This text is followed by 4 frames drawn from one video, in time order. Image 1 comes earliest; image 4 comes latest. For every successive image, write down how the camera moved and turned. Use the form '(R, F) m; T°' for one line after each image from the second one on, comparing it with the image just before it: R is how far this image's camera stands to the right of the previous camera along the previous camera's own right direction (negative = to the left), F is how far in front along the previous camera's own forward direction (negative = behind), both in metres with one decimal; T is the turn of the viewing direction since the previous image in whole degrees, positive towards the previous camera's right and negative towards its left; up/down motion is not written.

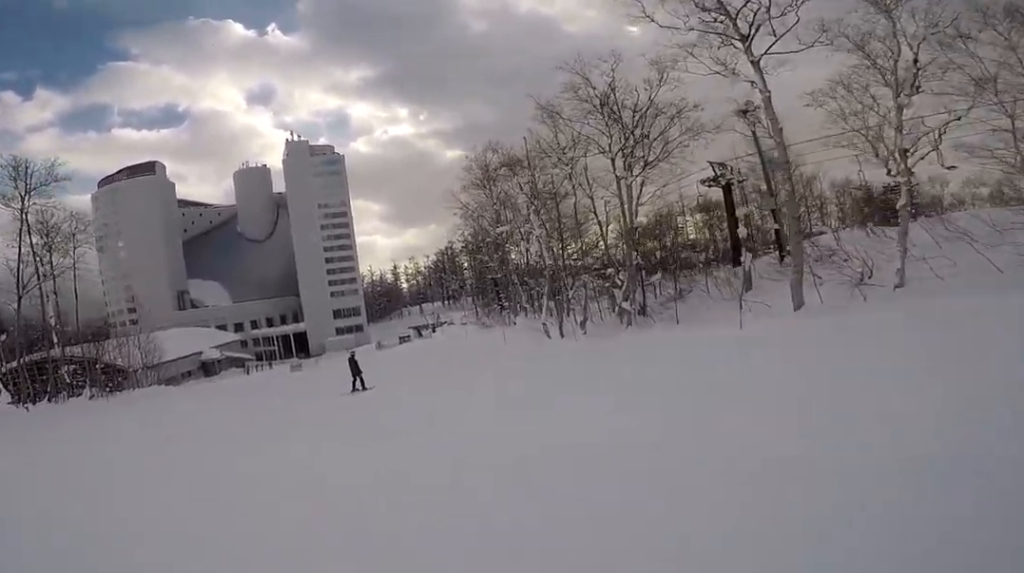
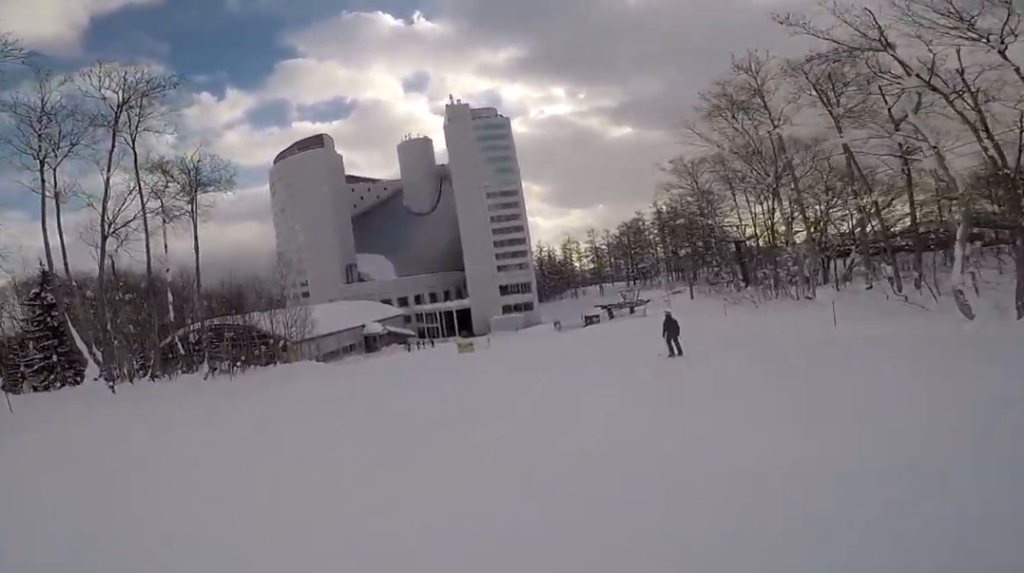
(-0.6, +11.6) m; -7°
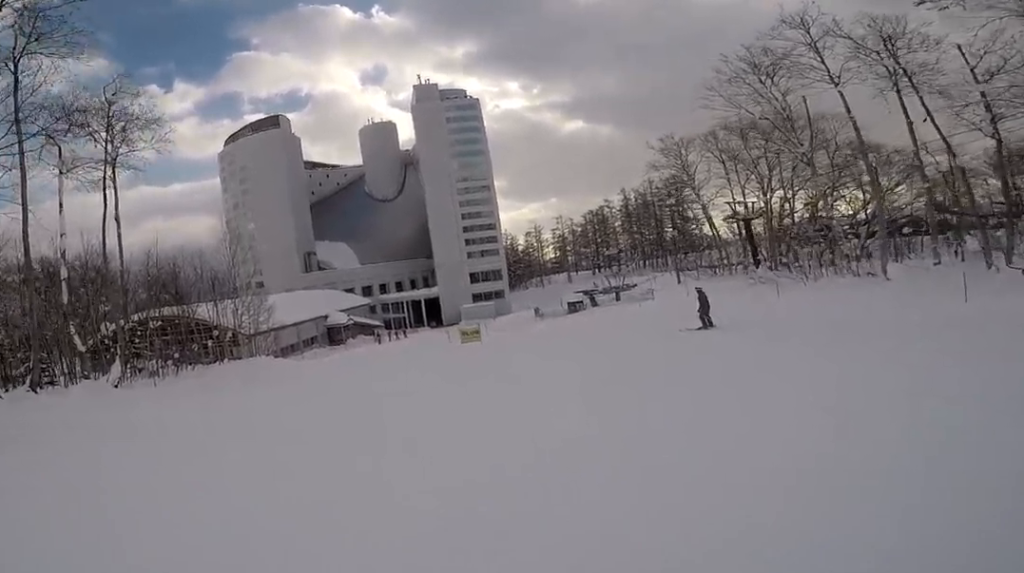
(-0.4, +6.7) m; 0°
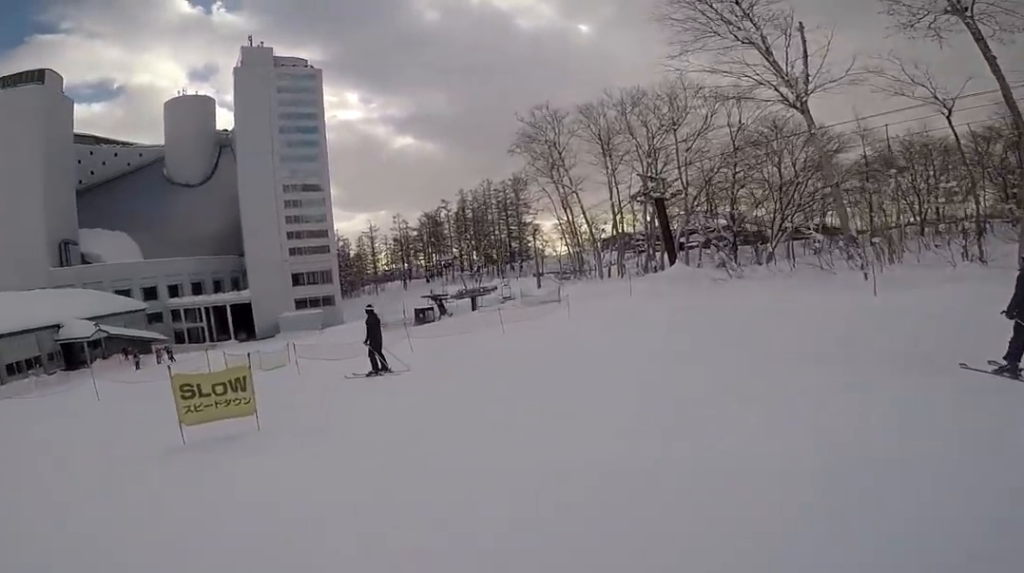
(+6.4, +15.8) m; +39°
